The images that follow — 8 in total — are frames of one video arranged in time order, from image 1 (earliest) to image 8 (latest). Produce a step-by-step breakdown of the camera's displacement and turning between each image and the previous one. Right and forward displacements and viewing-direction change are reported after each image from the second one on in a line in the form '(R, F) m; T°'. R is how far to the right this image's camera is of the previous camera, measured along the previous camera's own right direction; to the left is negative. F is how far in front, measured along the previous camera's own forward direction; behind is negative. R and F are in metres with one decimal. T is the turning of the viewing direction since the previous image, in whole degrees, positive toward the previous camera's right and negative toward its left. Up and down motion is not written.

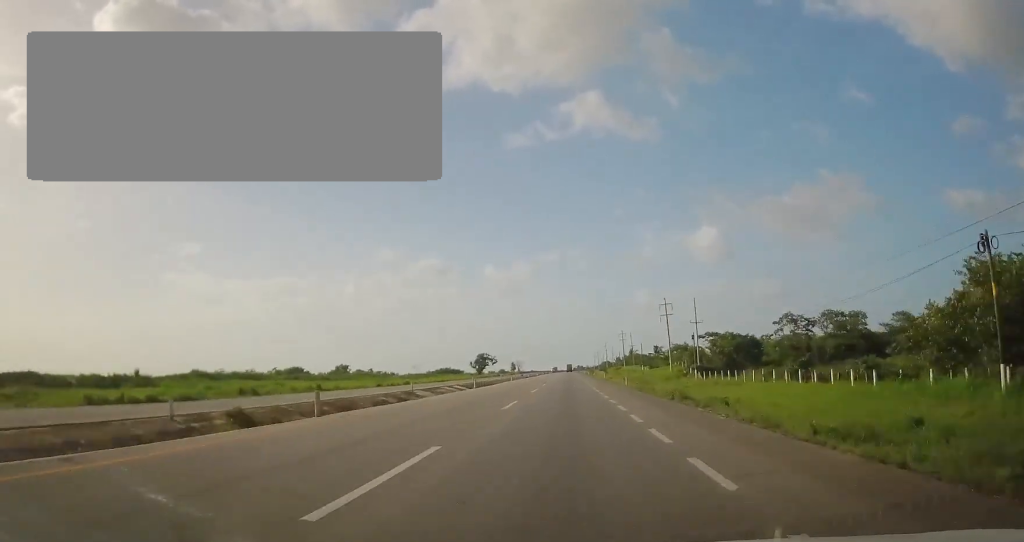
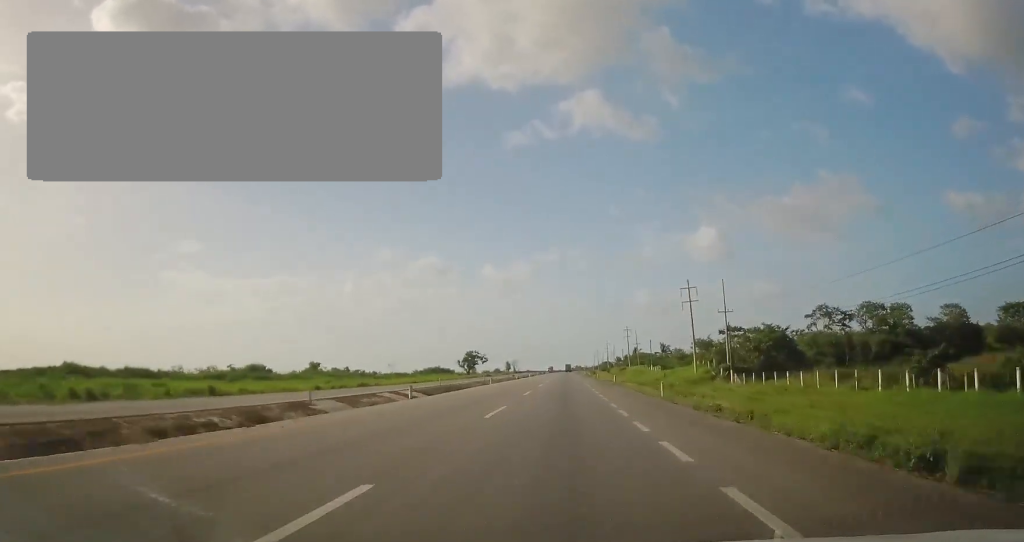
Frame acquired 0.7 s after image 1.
(+0.2, +18.9) m; +1°
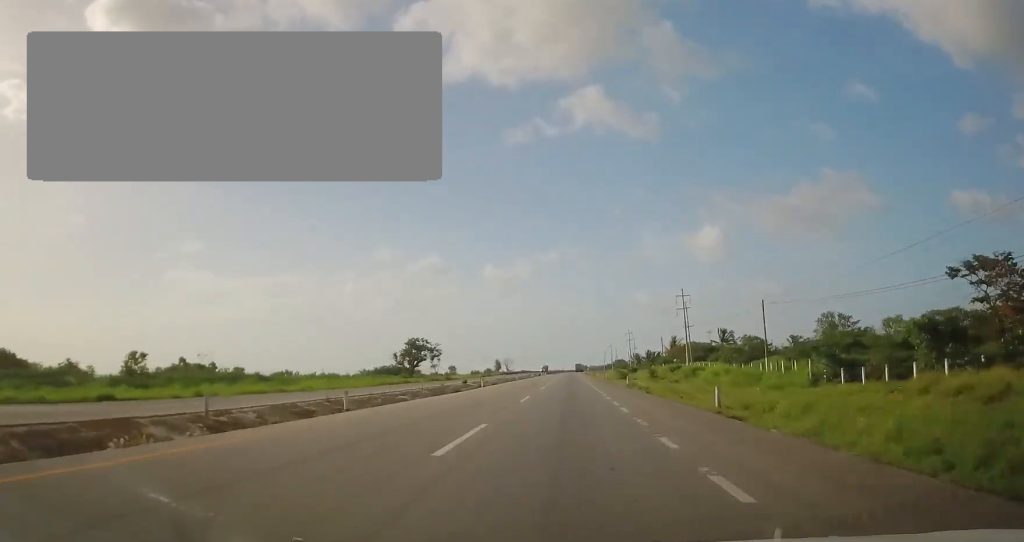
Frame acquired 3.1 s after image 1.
(-0.6, +69.8) m; -1°
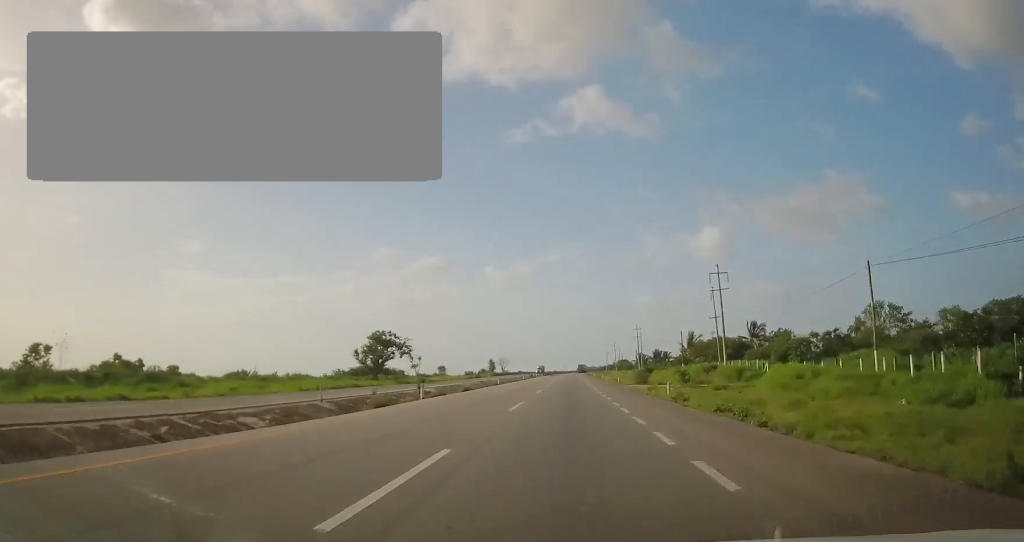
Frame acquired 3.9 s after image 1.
(-0.1, +20.2) m; 0°
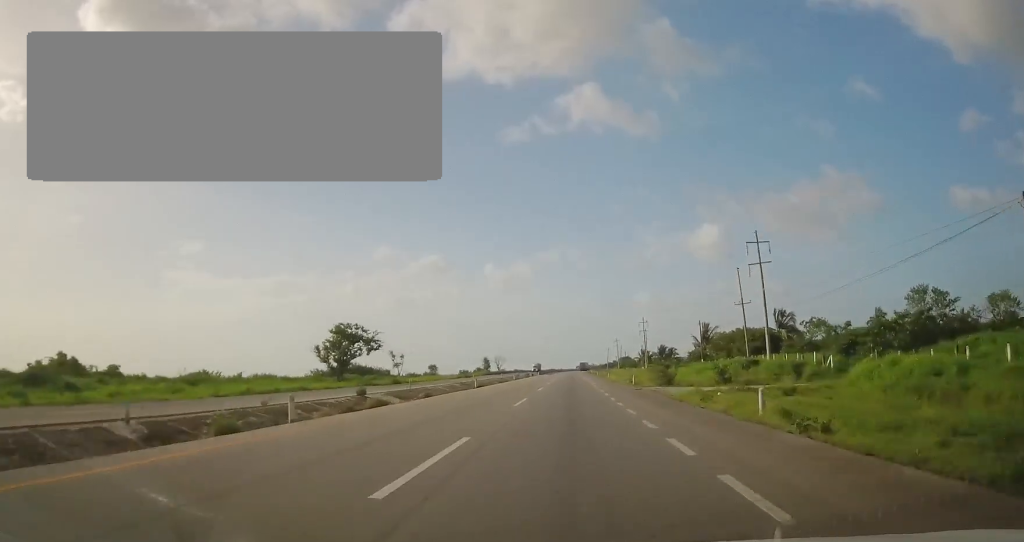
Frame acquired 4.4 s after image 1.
(+0.2, +14.1) m; 0°
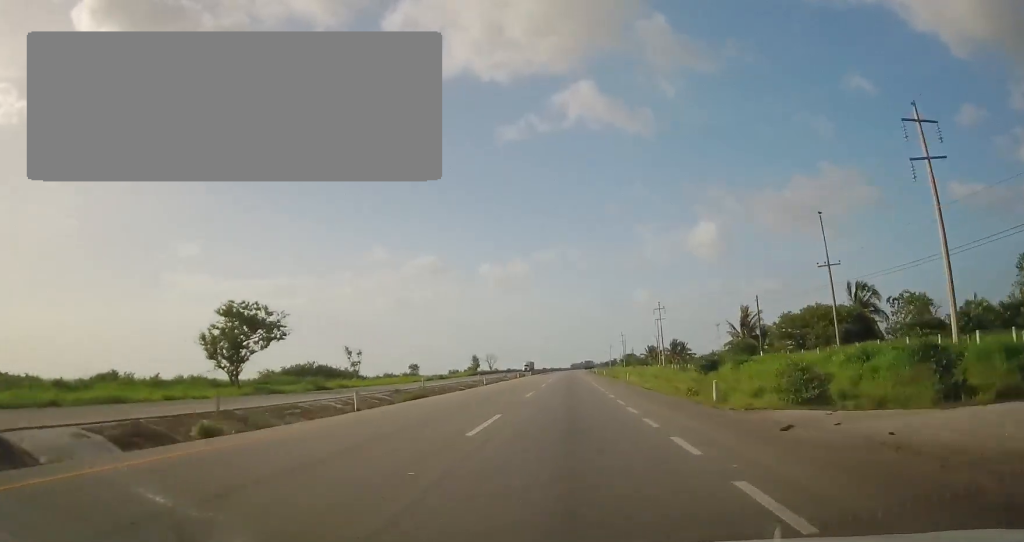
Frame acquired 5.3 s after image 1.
(-0.3, +25.3) m; 0°
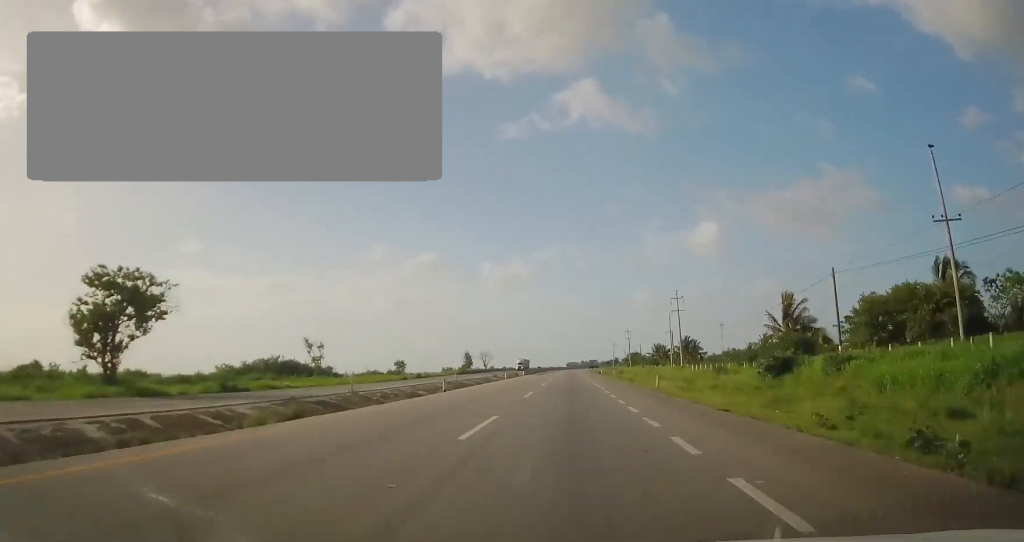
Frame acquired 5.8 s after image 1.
(0.0, +16.4) m; 0°
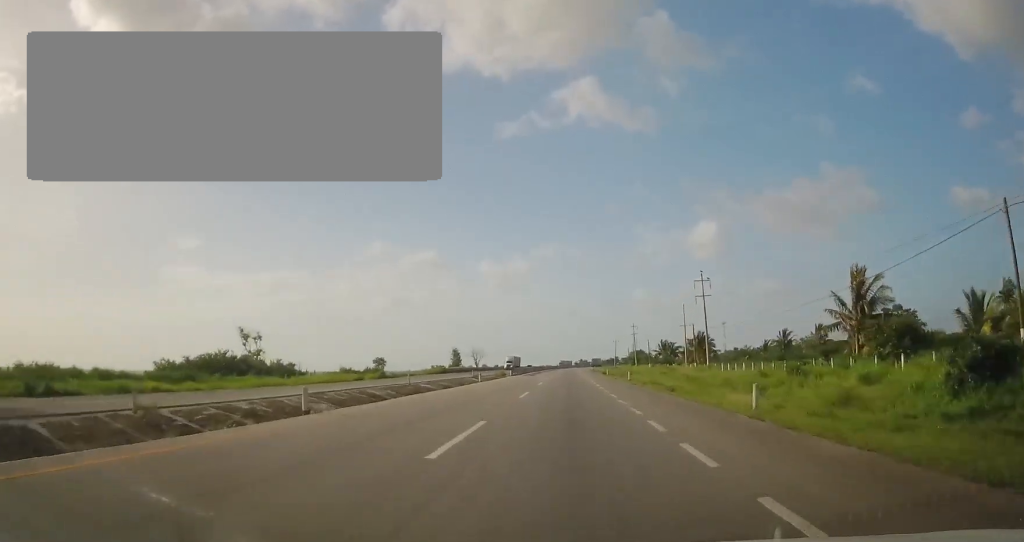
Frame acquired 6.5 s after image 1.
(+0.2, +17.8) m; +1°
